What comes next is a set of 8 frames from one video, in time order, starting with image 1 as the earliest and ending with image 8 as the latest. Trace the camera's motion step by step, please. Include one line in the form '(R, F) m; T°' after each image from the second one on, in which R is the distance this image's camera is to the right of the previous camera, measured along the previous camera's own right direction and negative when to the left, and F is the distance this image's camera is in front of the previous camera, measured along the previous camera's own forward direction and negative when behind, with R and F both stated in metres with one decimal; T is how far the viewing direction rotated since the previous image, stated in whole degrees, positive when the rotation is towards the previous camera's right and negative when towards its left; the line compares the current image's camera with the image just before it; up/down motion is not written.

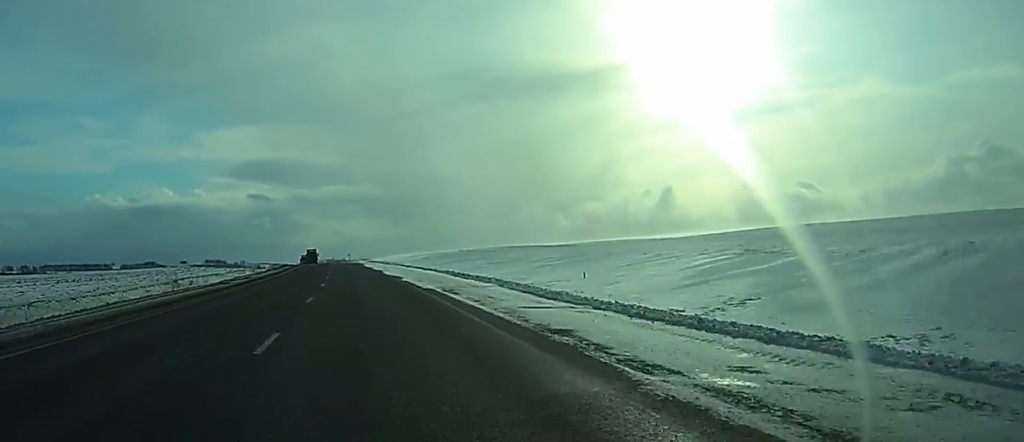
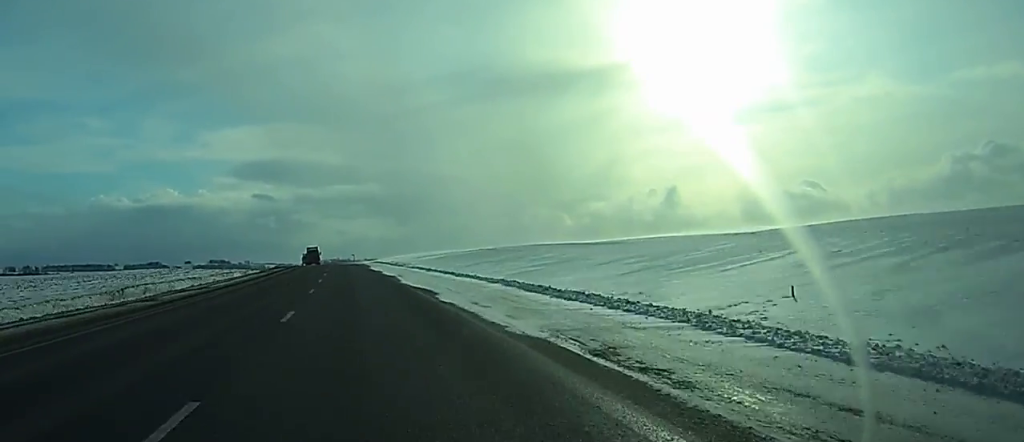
(0.0, +18.8) m; 0°
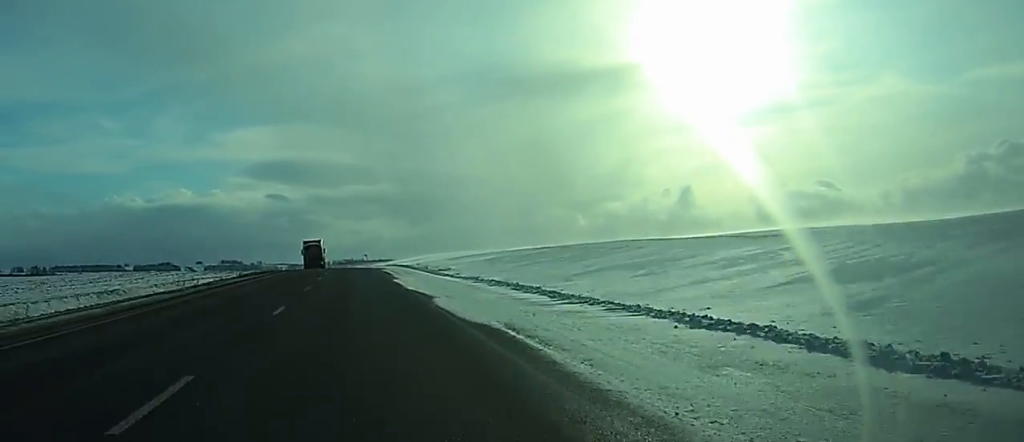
(-0.2, +34.3) m; 0°
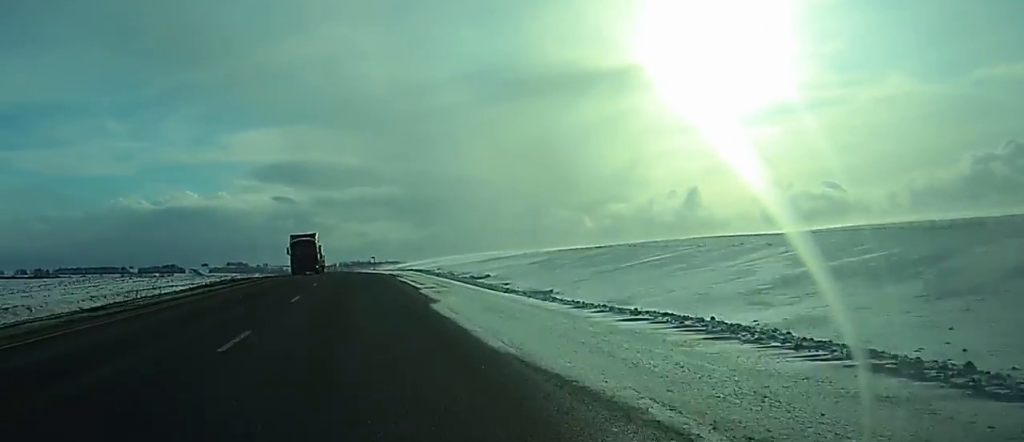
(+0.1, +18.6) m; 0°
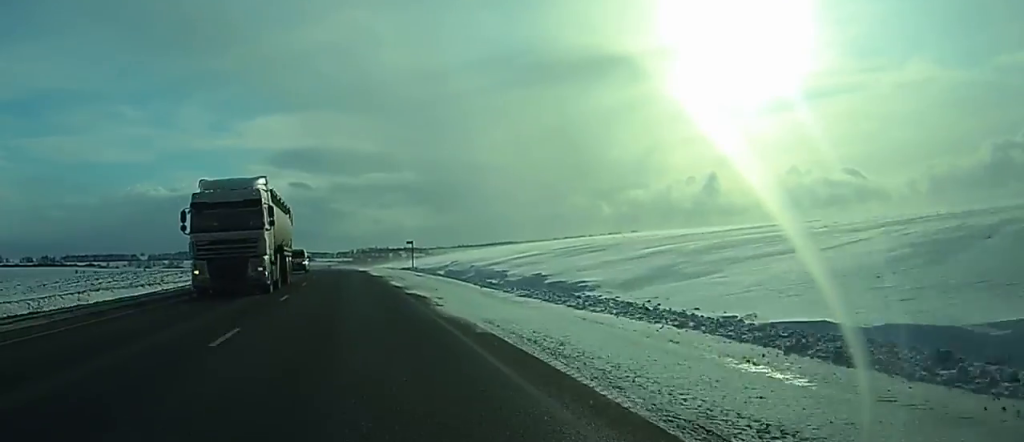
(-1.3, +70.6) m; -2°
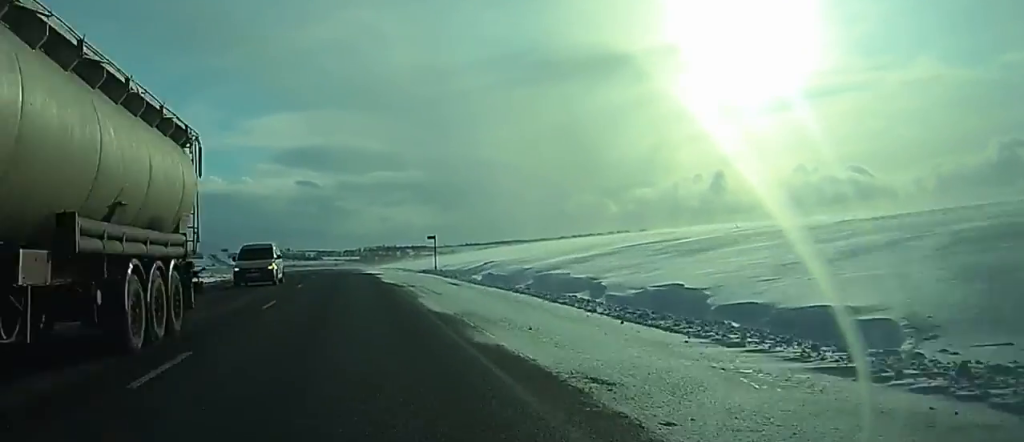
(0.0, +15.8) m; 0°
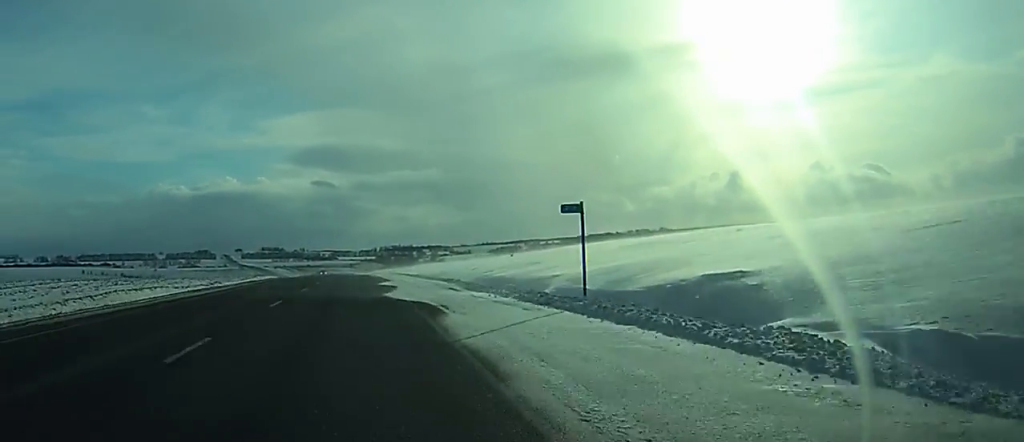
(-0.2, +33.8) m; -1°
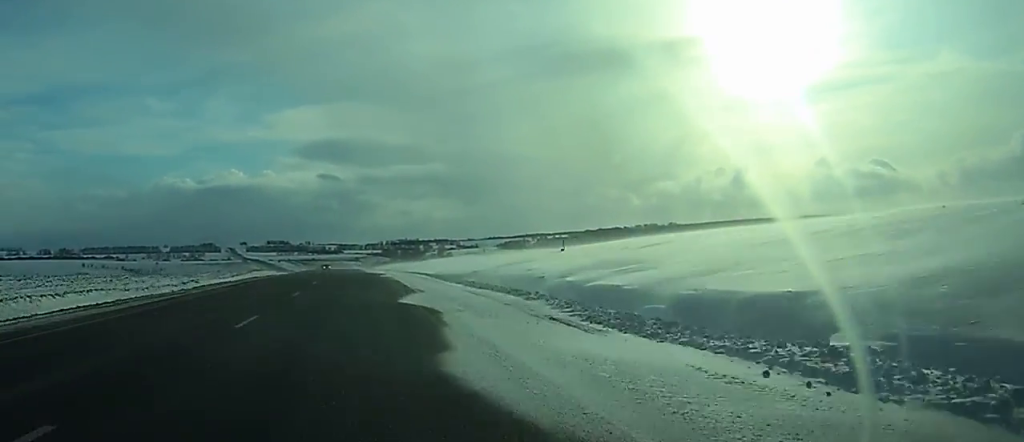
(-0.1, +19.0) m; -1°
